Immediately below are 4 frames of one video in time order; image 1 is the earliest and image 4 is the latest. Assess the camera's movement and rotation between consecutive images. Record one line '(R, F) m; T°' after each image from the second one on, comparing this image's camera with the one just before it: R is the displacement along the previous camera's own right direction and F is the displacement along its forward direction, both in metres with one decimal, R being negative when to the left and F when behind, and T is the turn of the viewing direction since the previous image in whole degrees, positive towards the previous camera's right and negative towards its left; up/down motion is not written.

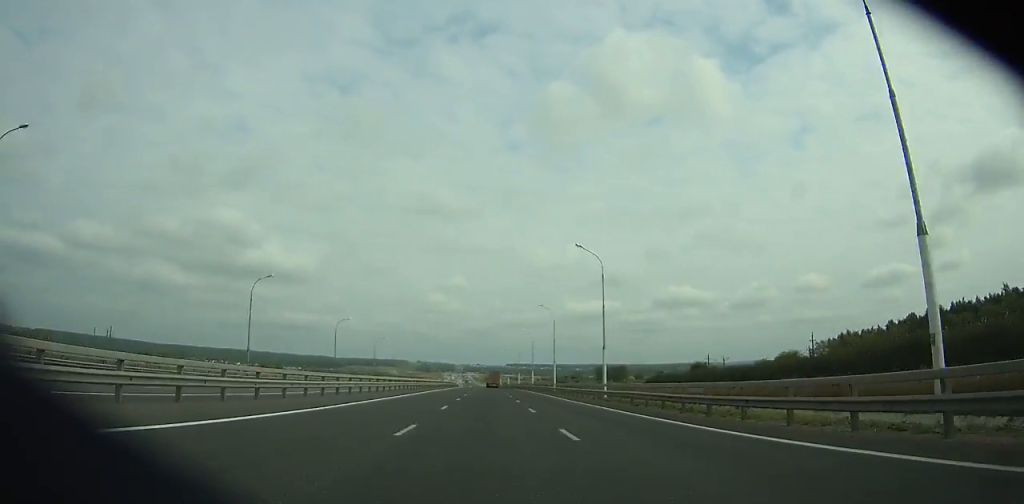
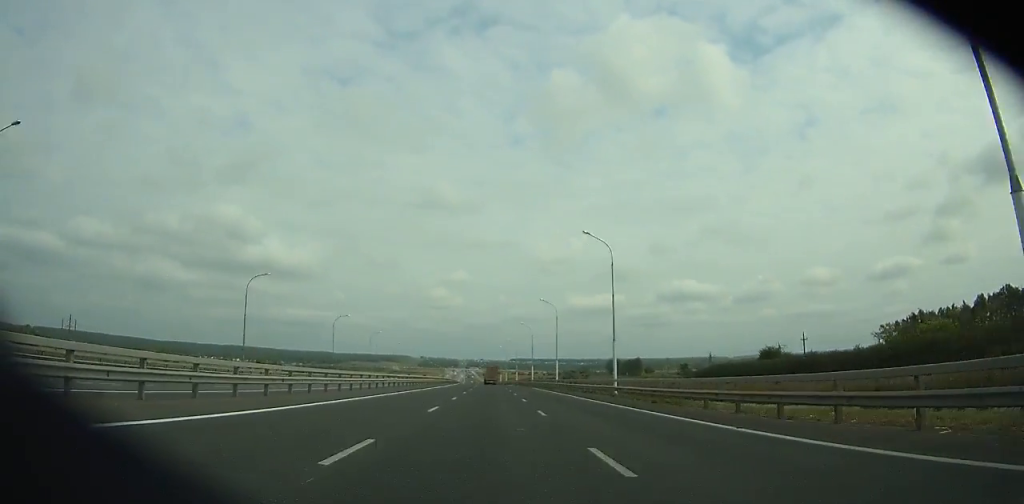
(-0.7, +40.9) m; -1°
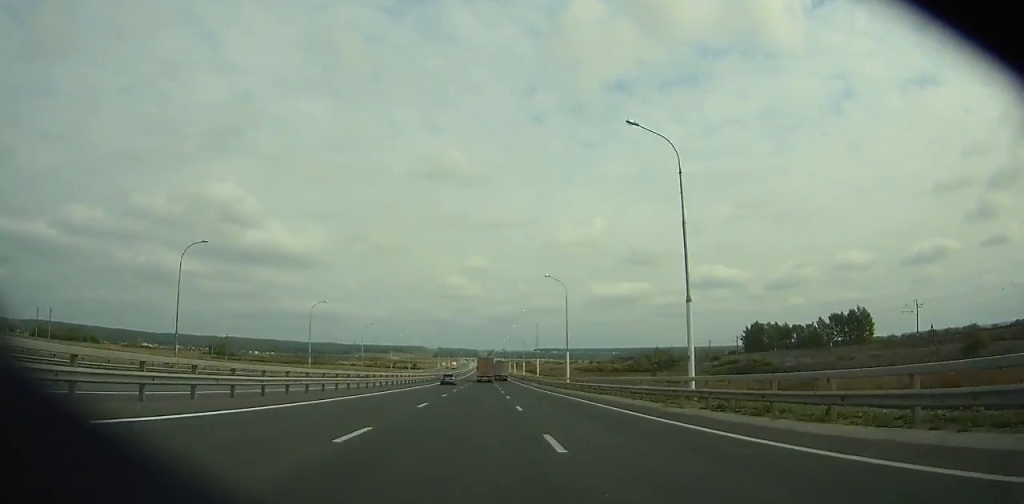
(-8.9, +291.8) m; -2°
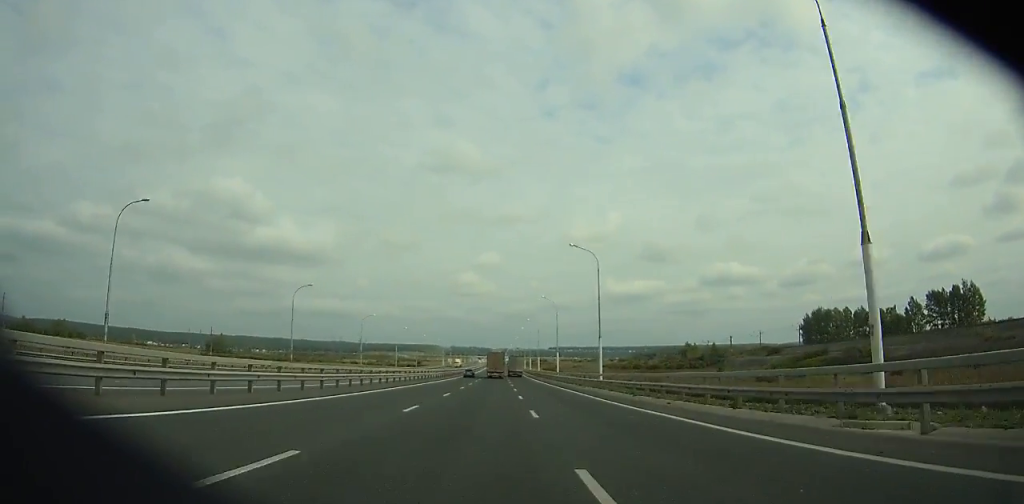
(+0.1, +53.7) m; 0°
